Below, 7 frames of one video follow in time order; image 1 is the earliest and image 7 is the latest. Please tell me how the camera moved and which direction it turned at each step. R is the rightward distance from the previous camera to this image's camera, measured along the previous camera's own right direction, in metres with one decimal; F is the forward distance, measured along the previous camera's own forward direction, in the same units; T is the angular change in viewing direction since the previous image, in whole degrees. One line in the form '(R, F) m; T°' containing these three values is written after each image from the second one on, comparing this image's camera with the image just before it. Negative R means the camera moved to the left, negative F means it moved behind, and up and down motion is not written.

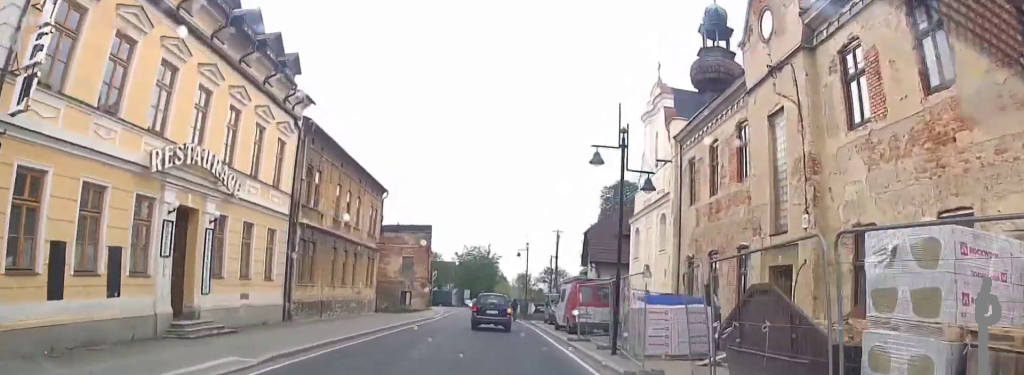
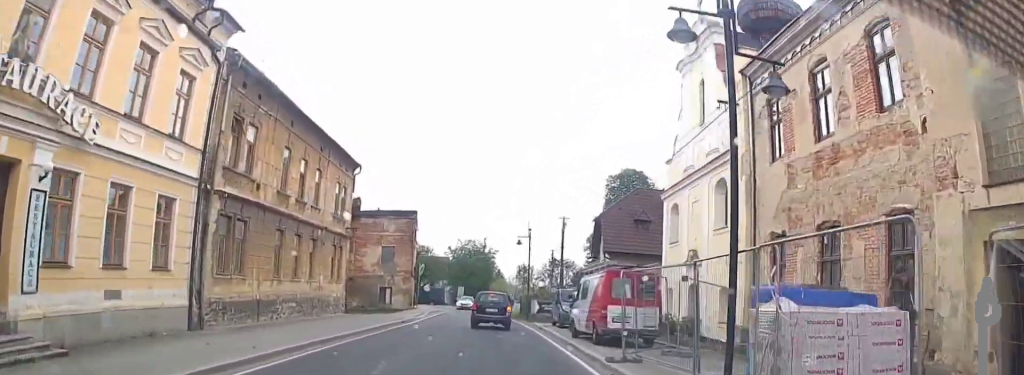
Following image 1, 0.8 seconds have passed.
(0.0, +7.6) m; -5°
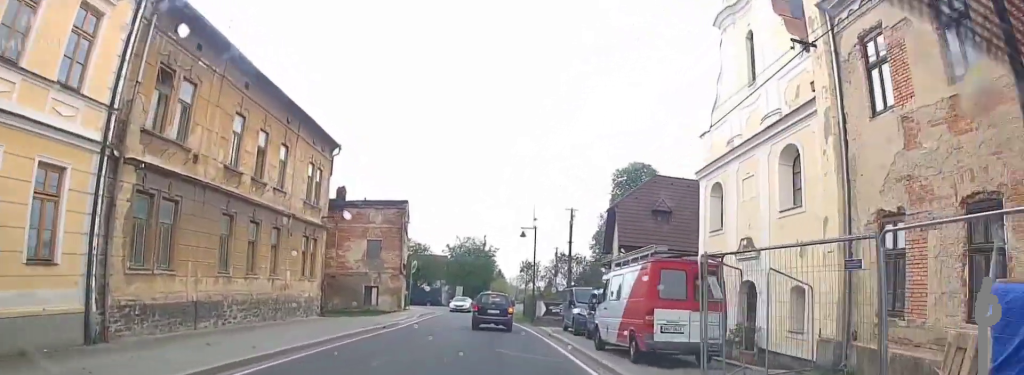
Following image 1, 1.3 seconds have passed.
(-0.7, +4.8) m; +2°
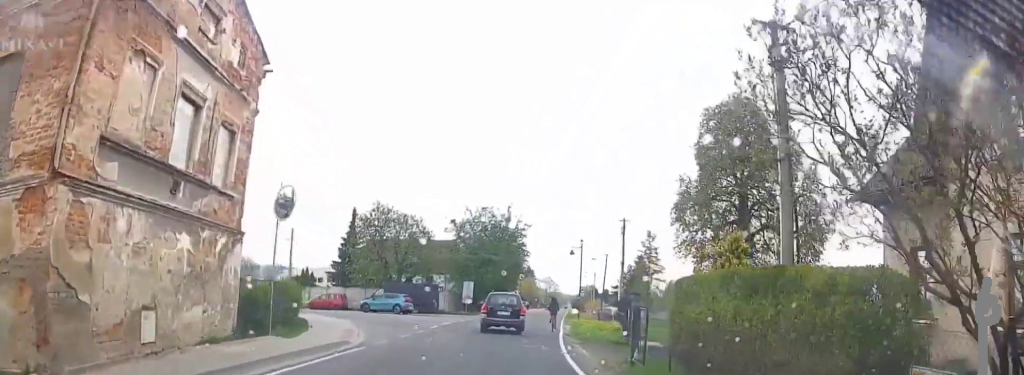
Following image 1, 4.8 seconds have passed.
(+7.1, +35.8) m; +8°
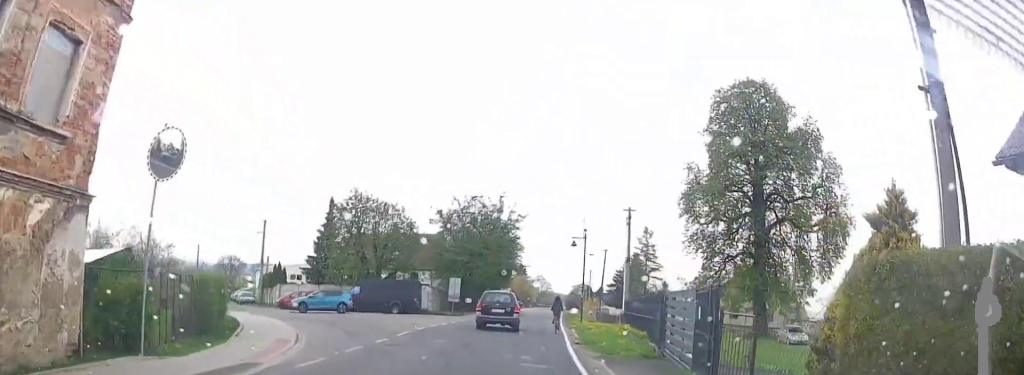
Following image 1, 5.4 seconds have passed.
(-0.1, +14.3) m; 0°
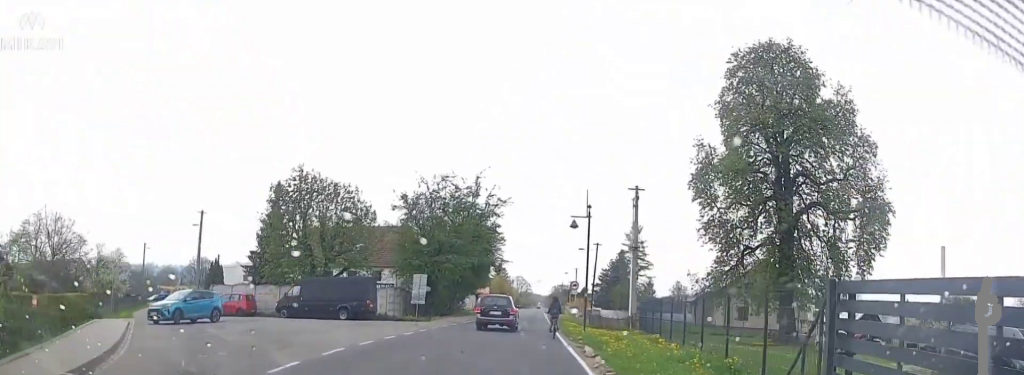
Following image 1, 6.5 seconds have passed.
(0.0, +29.4) m; 0°
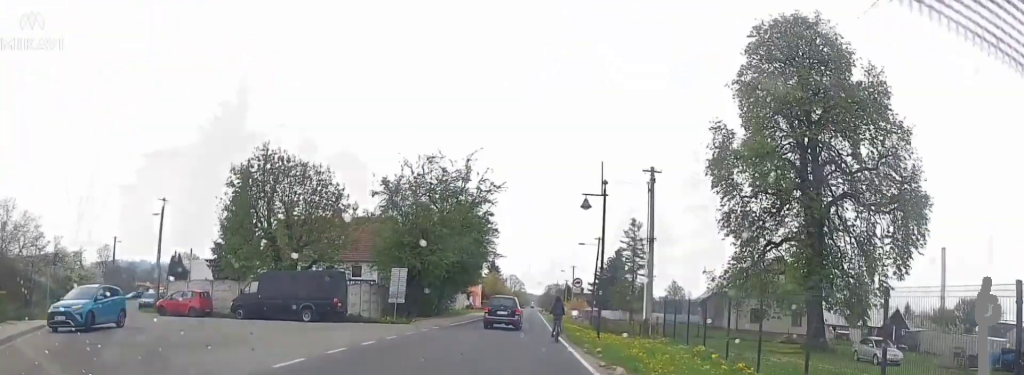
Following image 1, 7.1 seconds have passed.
(0.0, +17.5) m; +1°
